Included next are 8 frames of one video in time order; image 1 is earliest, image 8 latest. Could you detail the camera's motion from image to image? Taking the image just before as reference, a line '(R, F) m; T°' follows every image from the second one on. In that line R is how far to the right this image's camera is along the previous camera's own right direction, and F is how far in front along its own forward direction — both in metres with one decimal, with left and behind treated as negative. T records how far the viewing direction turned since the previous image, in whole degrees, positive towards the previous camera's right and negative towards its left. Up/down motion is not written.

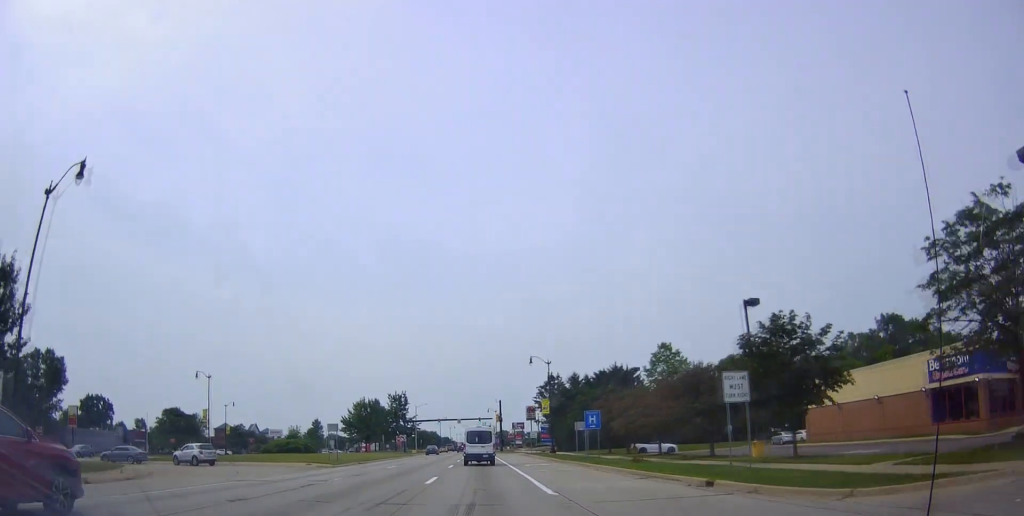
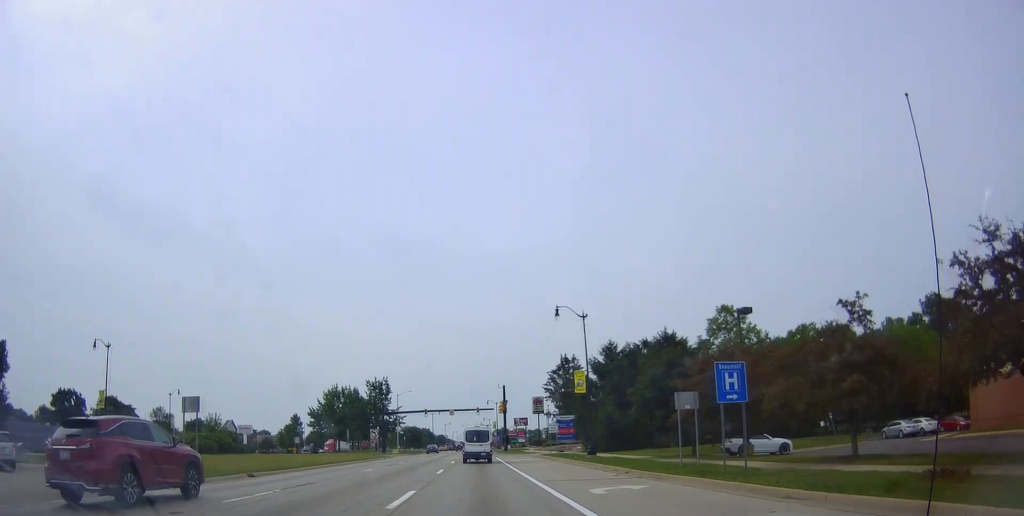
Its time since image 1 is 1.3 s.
(+0.4, +23.1) m; -1°
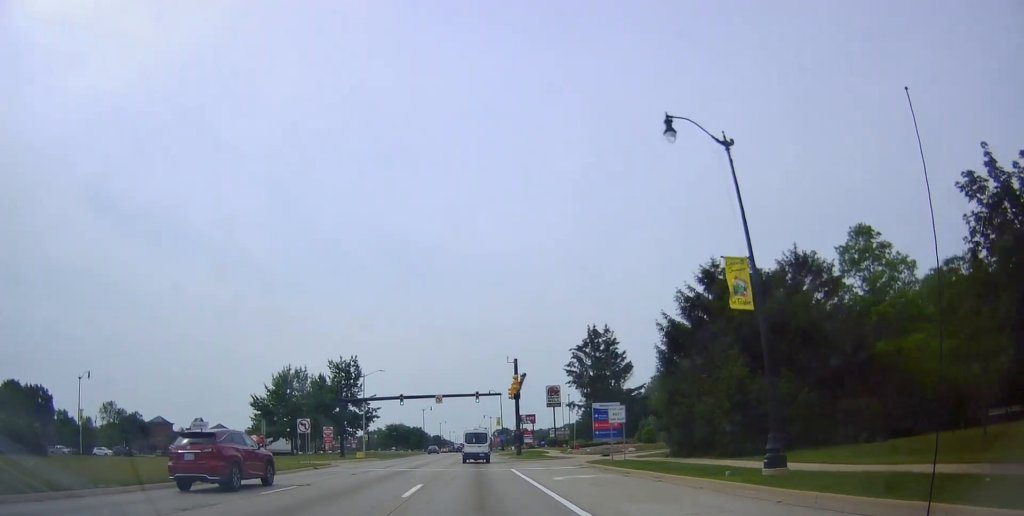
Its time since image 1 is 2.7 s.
(-0.6, +26.1) m; +1°
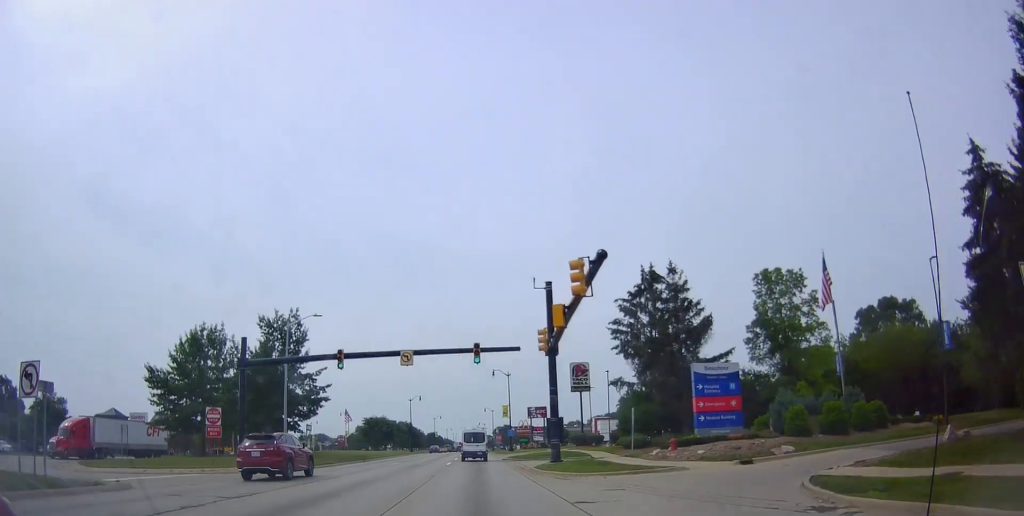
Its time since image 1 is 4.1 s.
(+0.8, +26.0) m; +1°
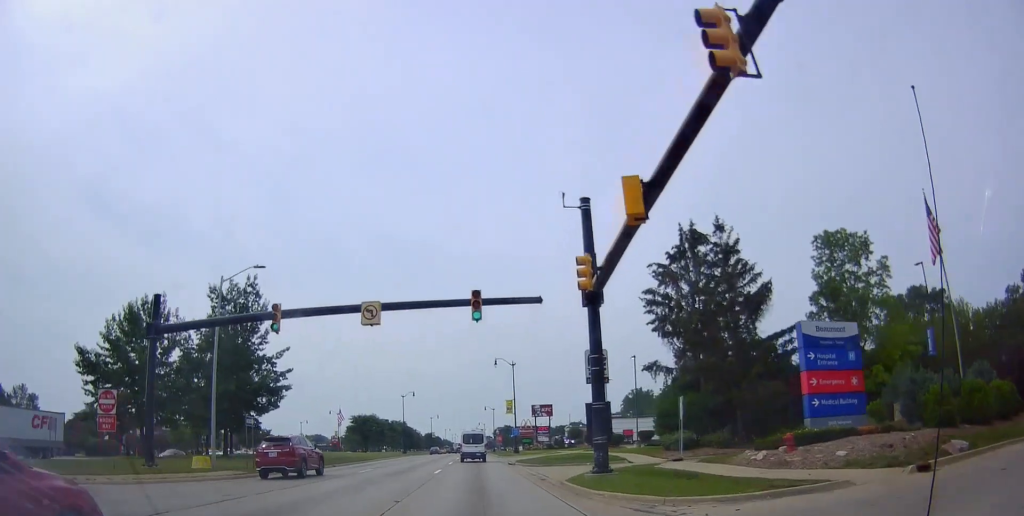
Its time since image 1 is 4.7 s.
(-0.1, +10.6) m; 0°
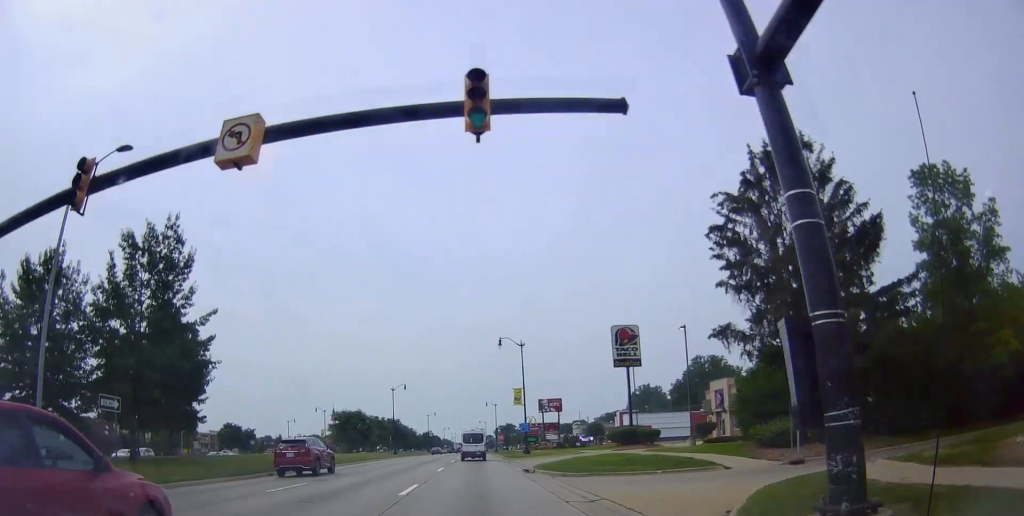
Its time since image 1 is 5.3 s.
(-0.3, +12.5) m; 0°
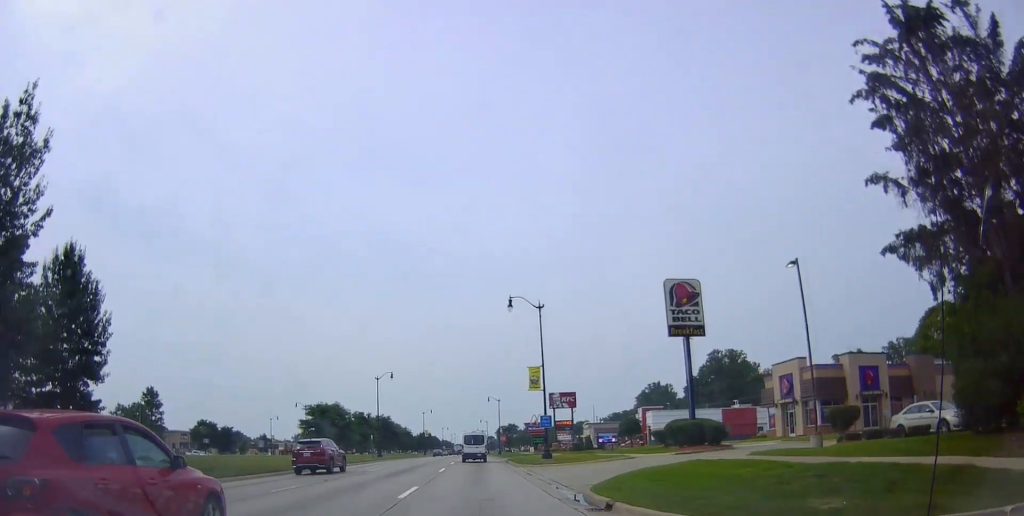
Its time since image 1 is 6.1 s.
(+0.3, +14.8) m; -1°
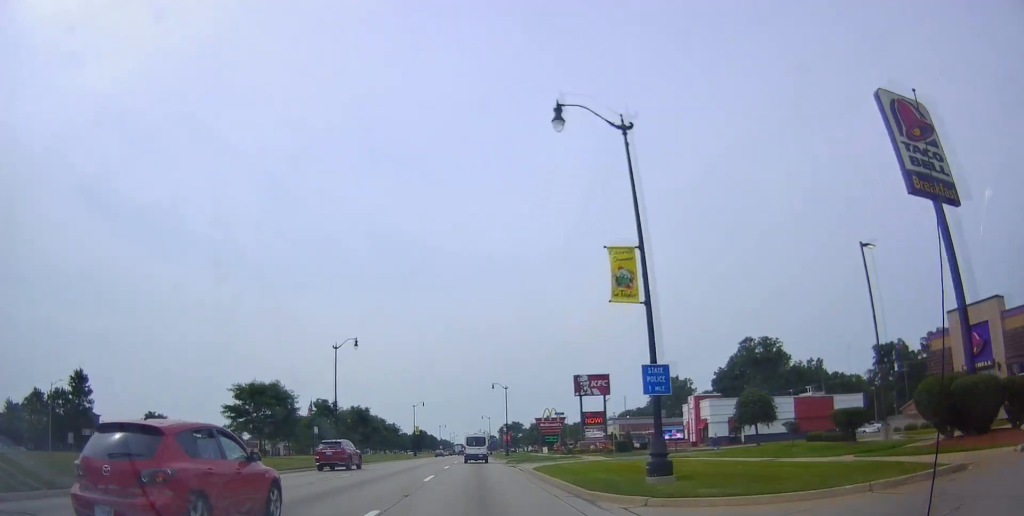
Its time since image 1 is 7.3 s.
(-0.7, +23.3) m; 0°
